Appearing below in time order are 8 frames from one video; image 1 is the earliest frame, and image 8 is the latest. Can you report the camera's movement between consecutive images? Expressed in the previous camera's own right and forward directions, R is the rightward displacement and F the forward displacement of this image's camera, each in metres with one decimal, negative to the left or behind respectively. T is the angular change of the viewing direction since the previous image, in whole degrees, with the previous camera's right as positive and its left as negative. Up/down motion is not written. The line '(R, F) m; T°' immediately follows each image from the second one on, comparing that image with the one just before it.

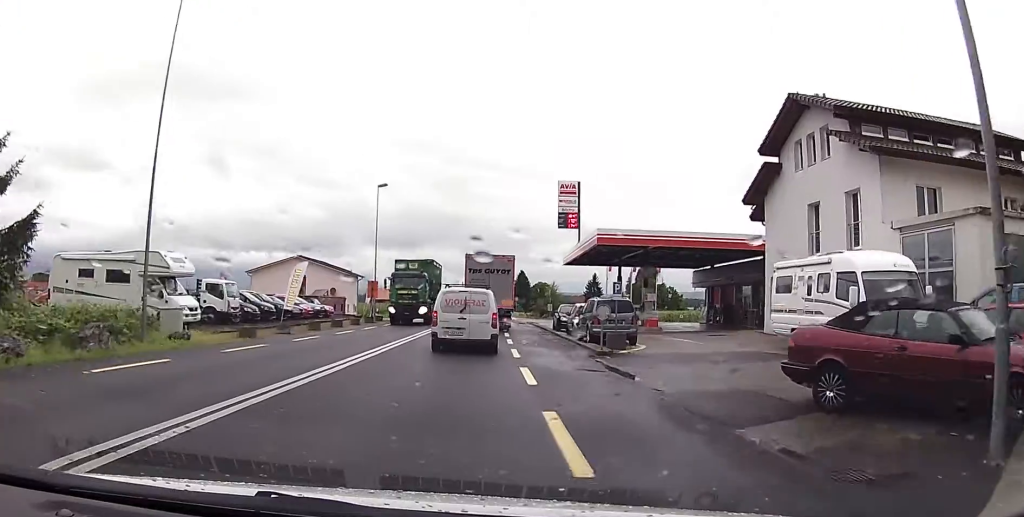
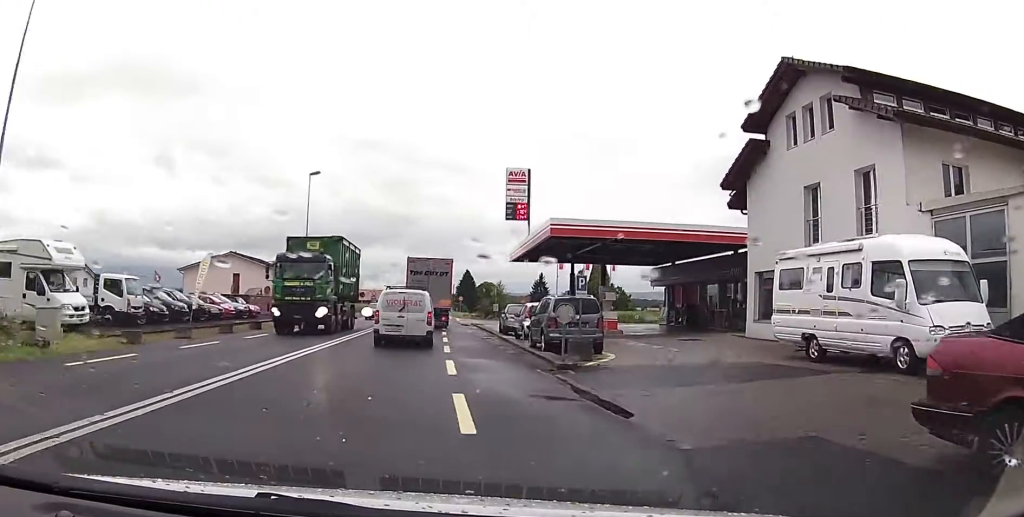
(+0.4, +5.0) m; +4°
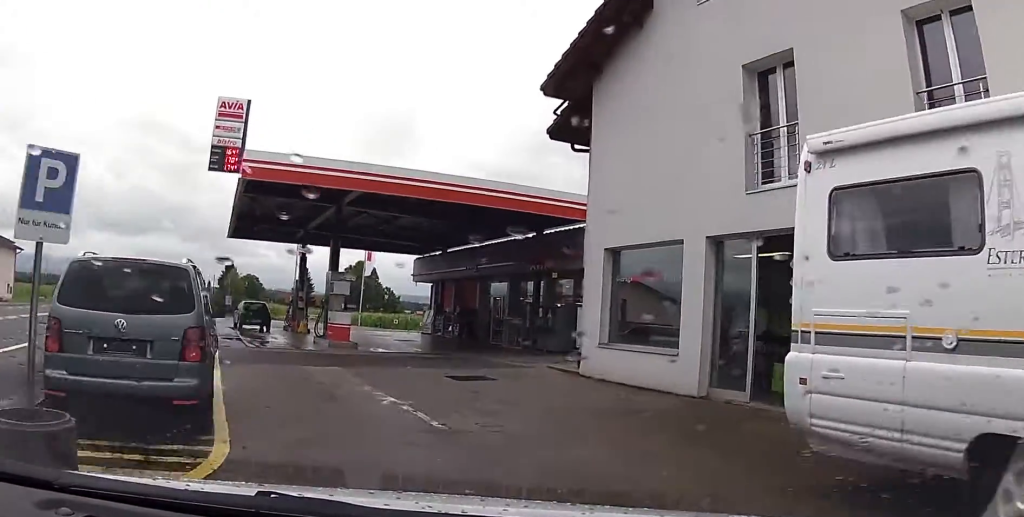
(+2.1, +14.8) m; +20°
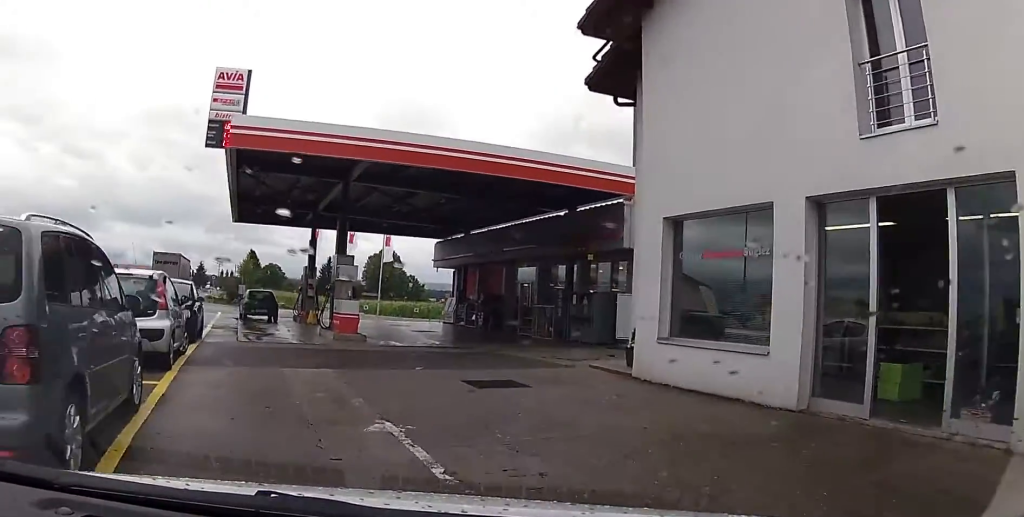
(+0.2, +3.0) m; +1°
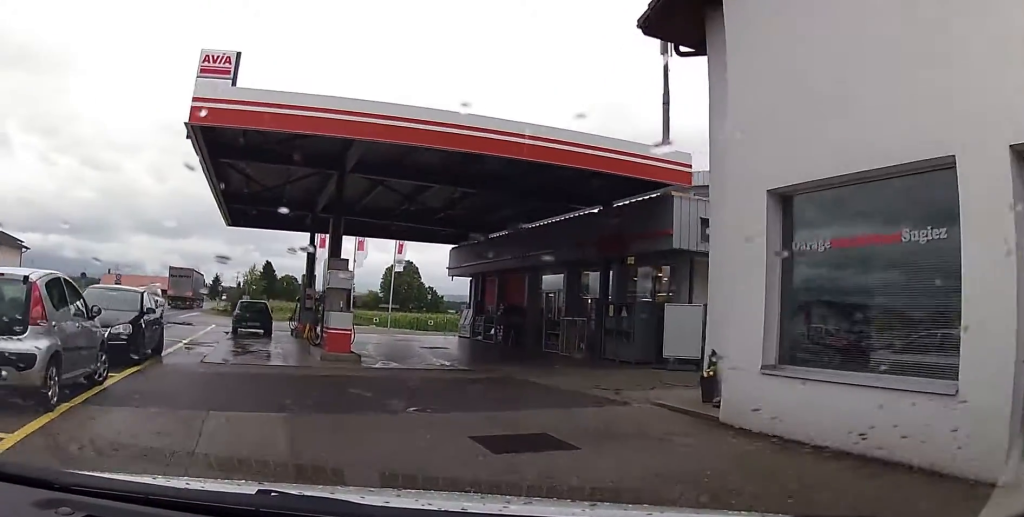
(+0.1, +3.9) m; -1°
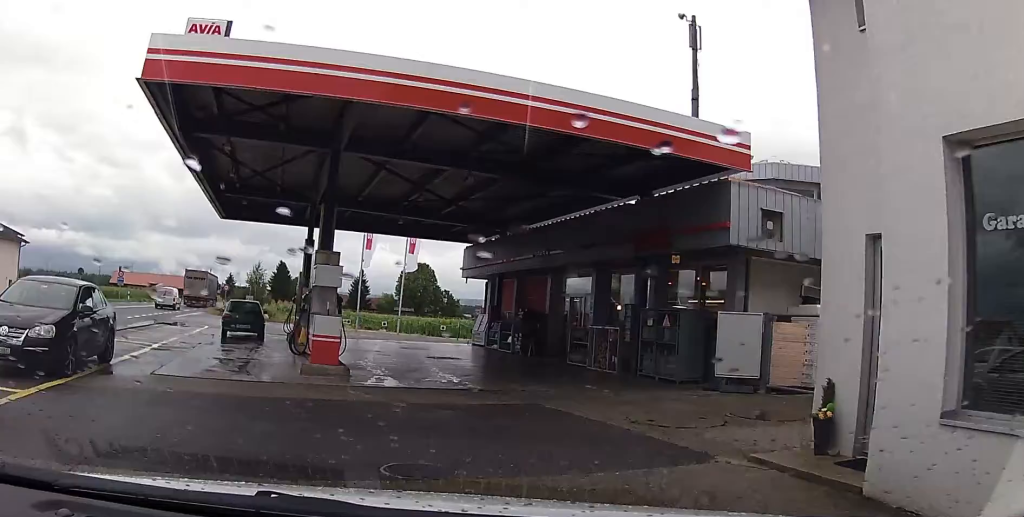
(-0.2, +3.1) m; -3°
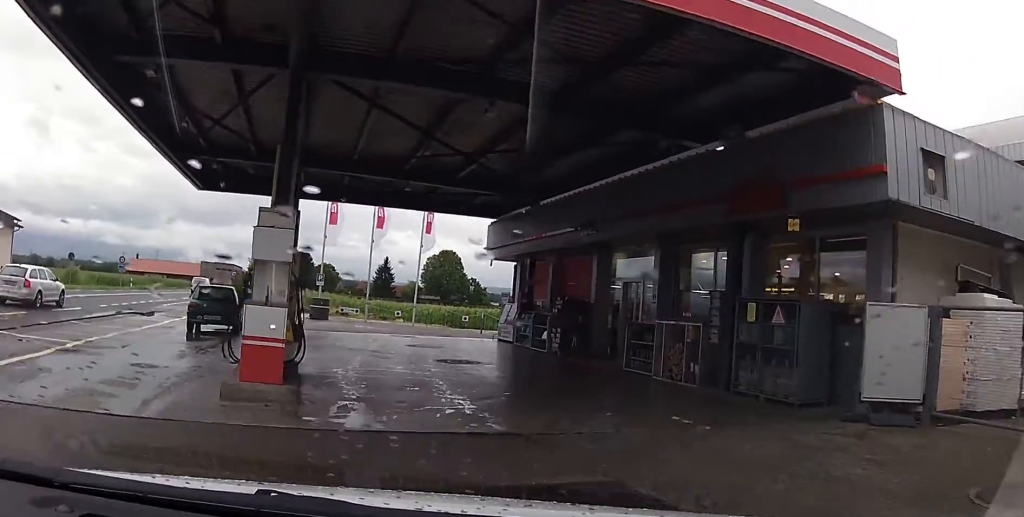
(0.0, +5.3) m; +3°
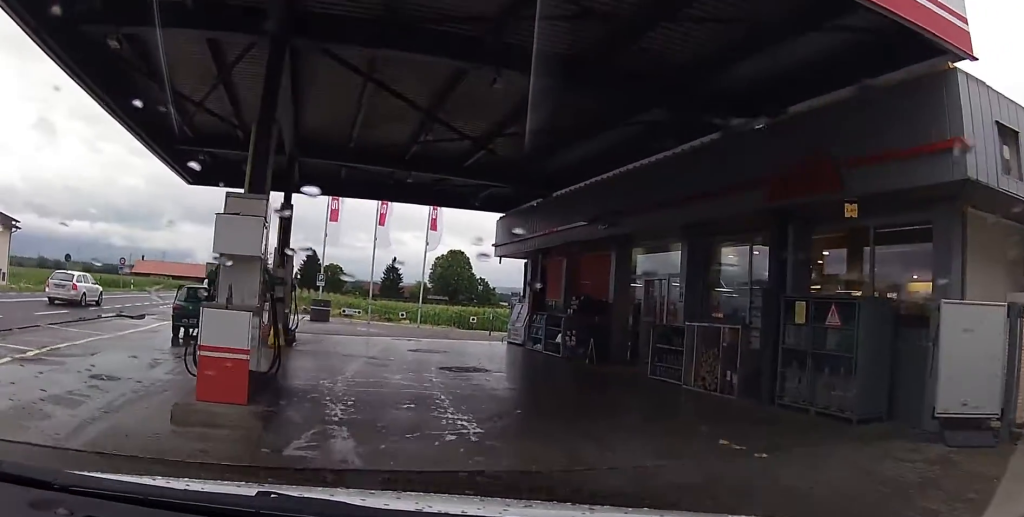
(-0.1, +1.7) m; +3°
